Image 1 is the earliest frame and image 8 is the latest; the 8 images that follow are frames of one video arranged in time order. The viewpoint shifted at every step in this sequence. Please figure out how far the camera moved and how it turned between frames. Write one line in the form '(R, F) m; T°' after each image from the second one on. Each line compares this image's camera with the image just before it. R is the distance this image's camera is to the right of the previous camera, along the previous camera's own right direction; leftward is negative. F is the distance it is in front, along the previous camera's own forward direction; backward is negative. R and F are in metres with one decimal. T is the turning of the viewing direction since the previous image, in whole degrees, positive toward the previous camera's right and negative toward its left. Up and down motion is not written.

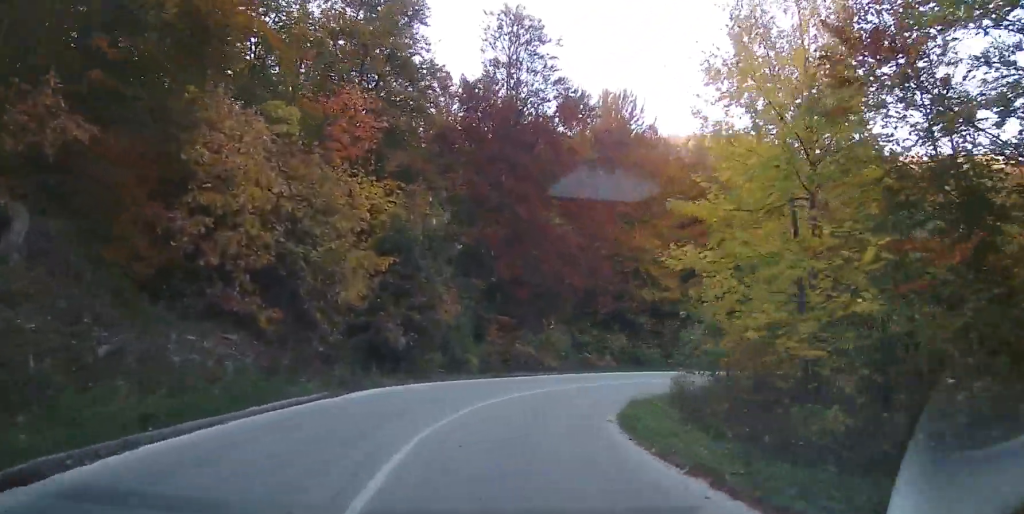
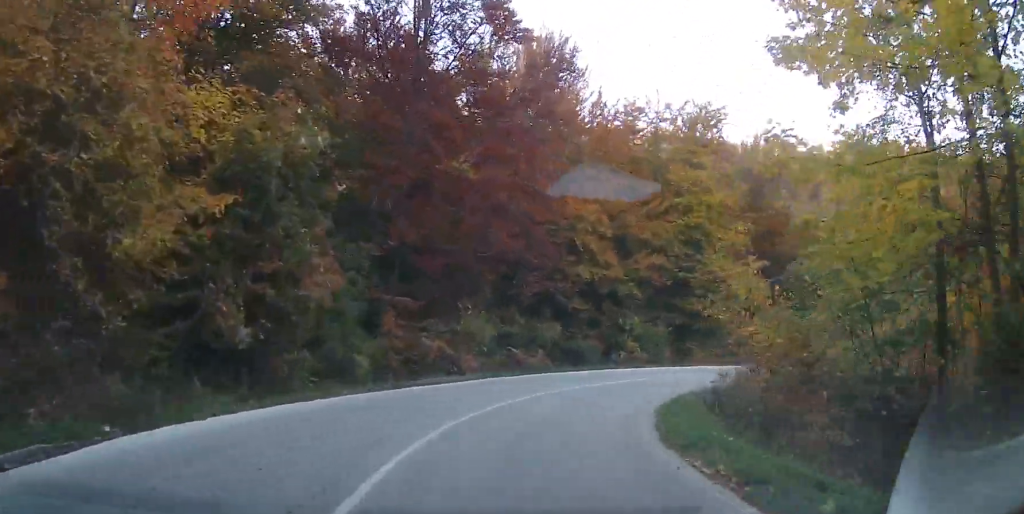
(+0.1, +9.1) m; +7°
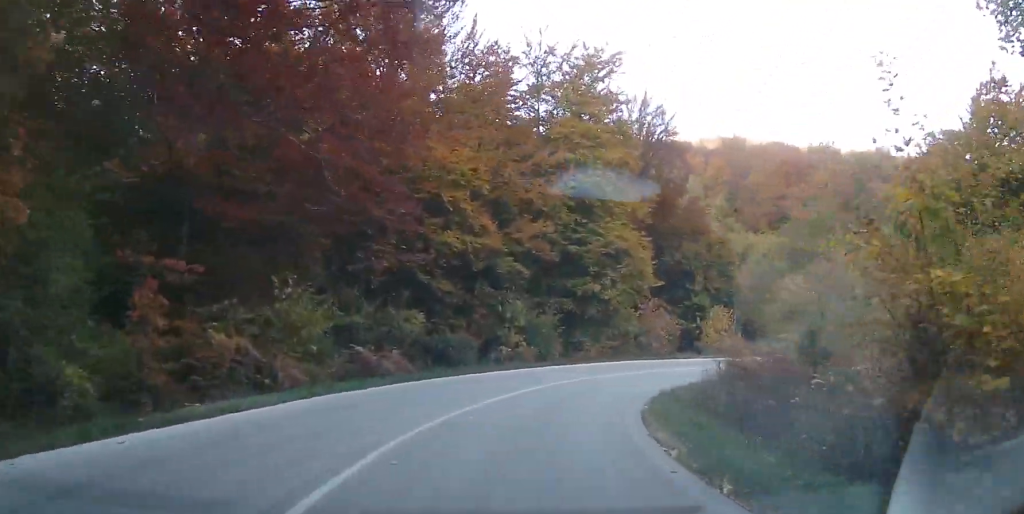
(+0.9, +8.7) m; +11°
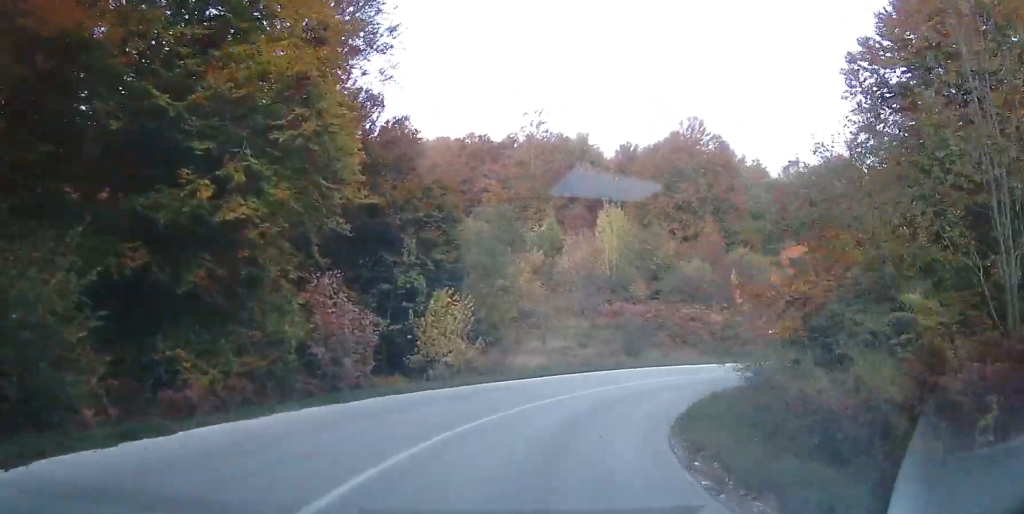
(+6.3, +19.1) m; +35°
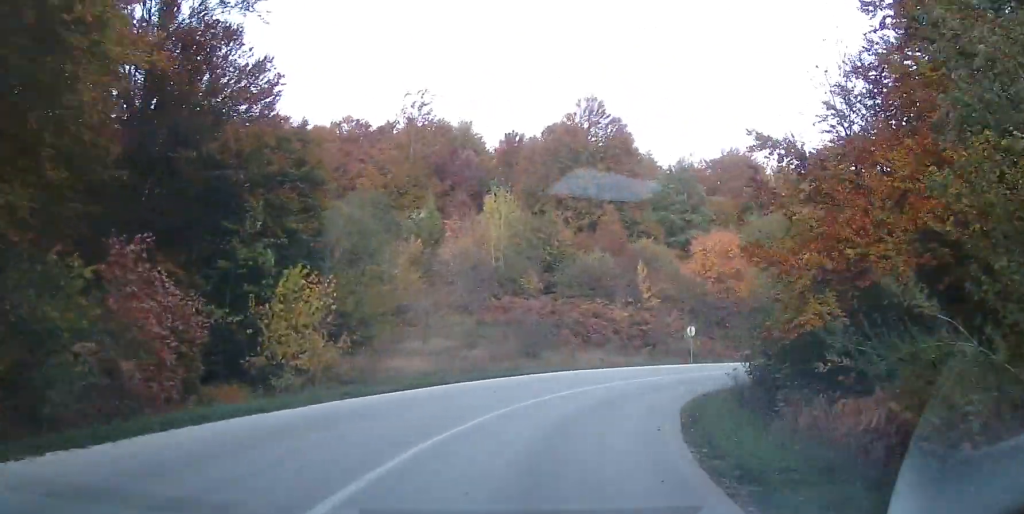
(+0.2, +6.9) m; +10°
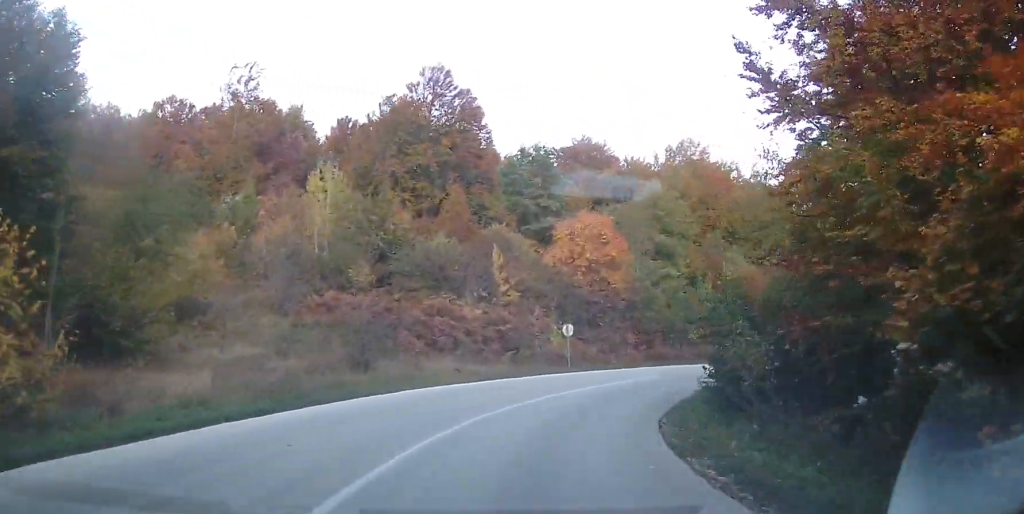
(+1.4, +9.6) m; +14°
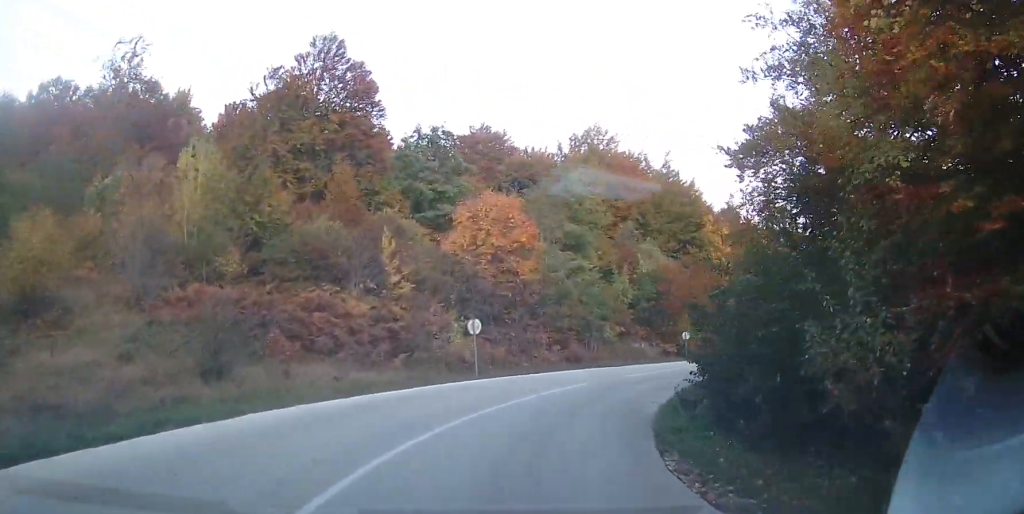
(+0.4, +6.3) m; +8°
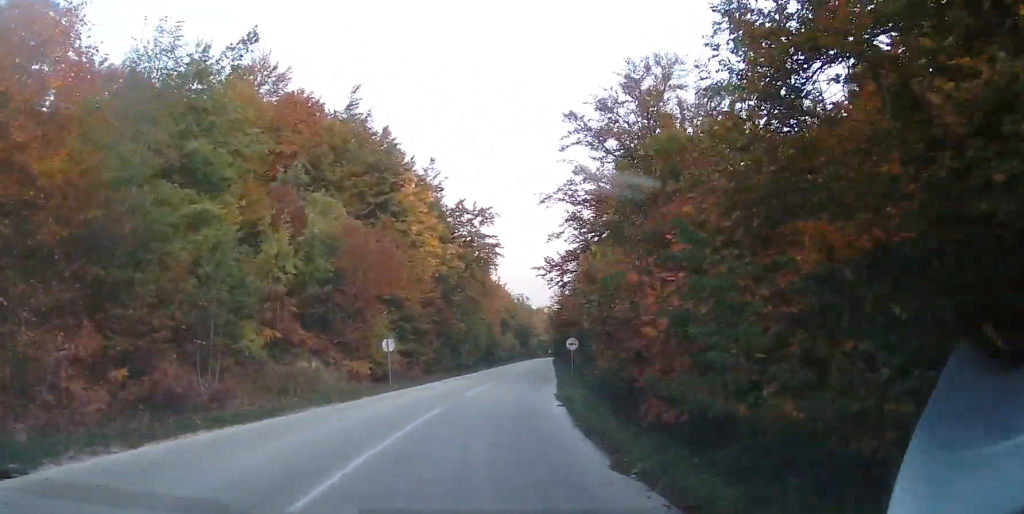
(+4.3, +21.3) m; +30°
